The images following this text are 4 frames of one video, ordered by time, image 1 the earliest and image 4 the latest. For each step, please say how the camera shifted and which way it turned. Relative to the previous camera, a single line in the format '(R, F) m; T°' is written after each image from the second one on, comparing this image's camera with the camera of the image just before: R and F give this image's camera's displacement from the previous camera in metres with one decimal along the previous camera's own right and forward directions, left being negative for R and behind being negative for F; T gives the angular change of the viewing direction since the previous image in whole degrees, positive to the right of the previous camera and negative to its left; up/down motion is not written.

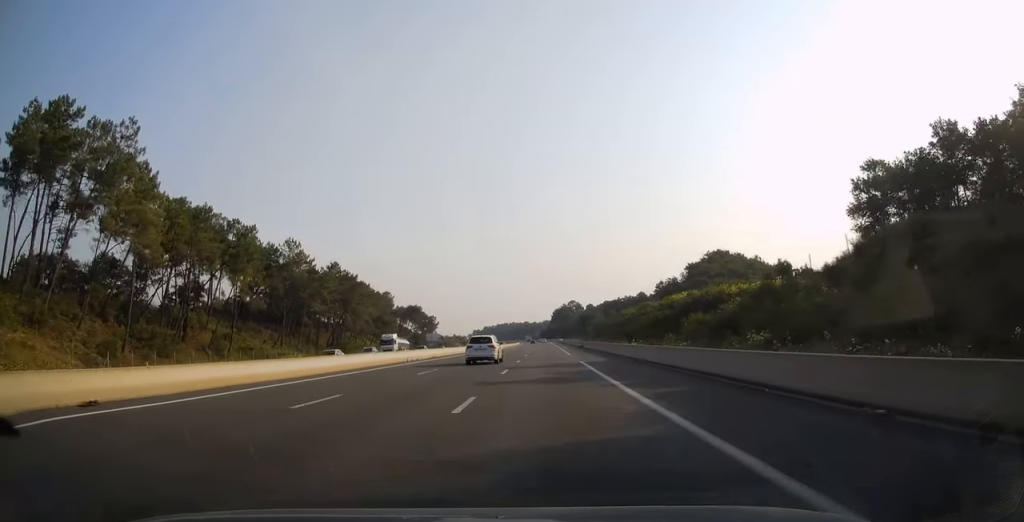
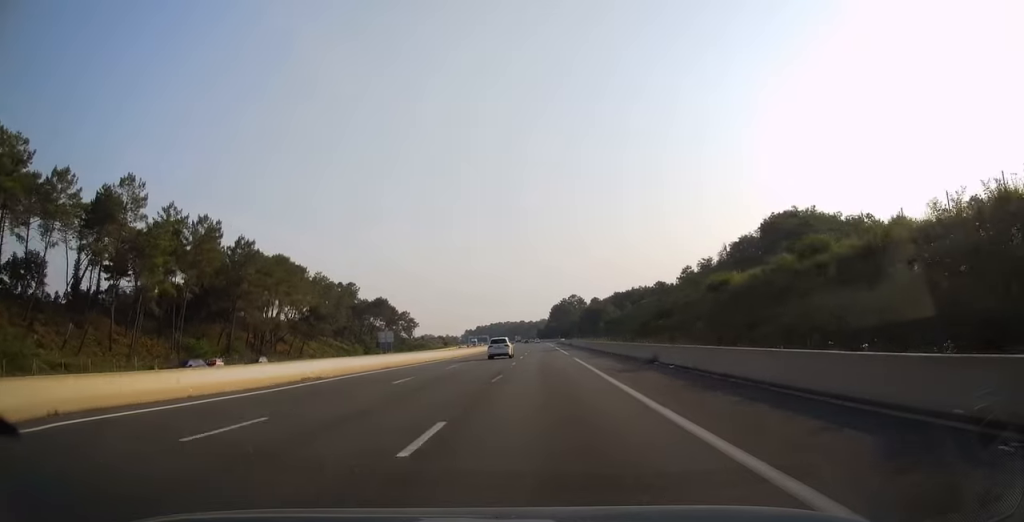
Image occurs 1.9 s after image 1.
(+0.3, +55.5) m; 0°
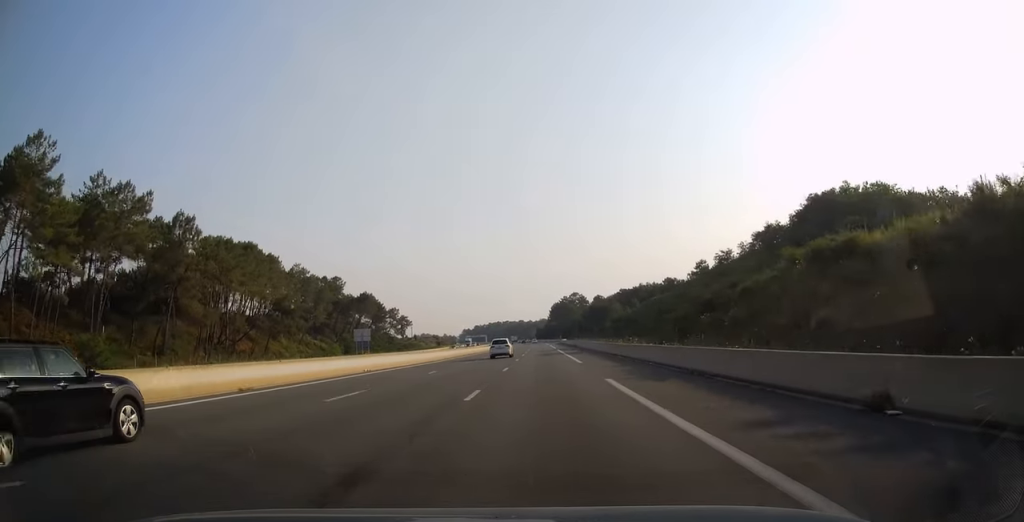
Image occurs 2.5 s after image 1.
(0.0, +19.1) m; 0°
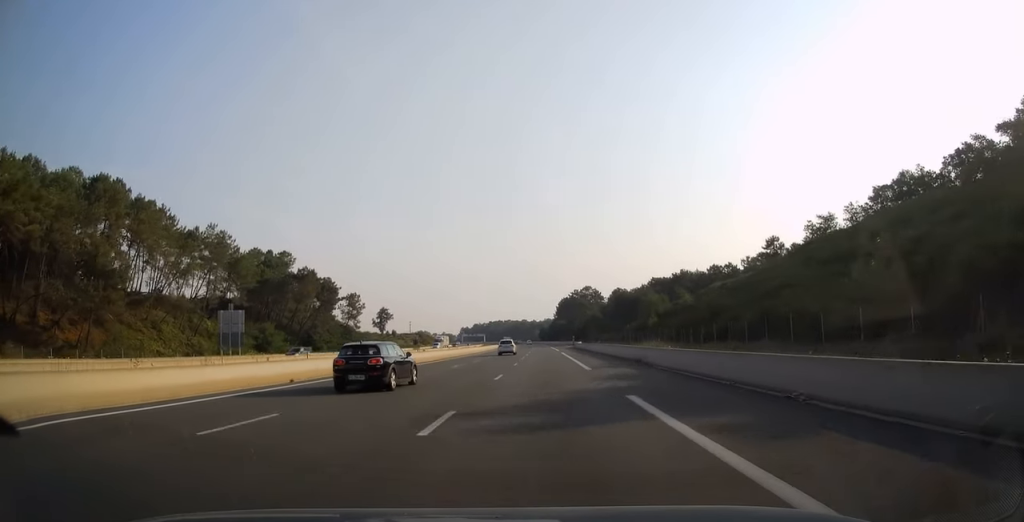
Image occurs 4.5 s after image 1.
(-0.1, +56.8) m; 0°
